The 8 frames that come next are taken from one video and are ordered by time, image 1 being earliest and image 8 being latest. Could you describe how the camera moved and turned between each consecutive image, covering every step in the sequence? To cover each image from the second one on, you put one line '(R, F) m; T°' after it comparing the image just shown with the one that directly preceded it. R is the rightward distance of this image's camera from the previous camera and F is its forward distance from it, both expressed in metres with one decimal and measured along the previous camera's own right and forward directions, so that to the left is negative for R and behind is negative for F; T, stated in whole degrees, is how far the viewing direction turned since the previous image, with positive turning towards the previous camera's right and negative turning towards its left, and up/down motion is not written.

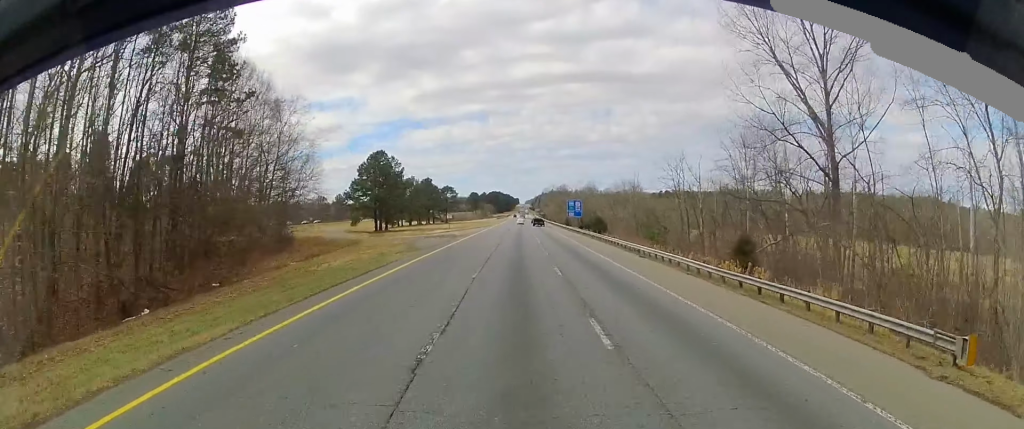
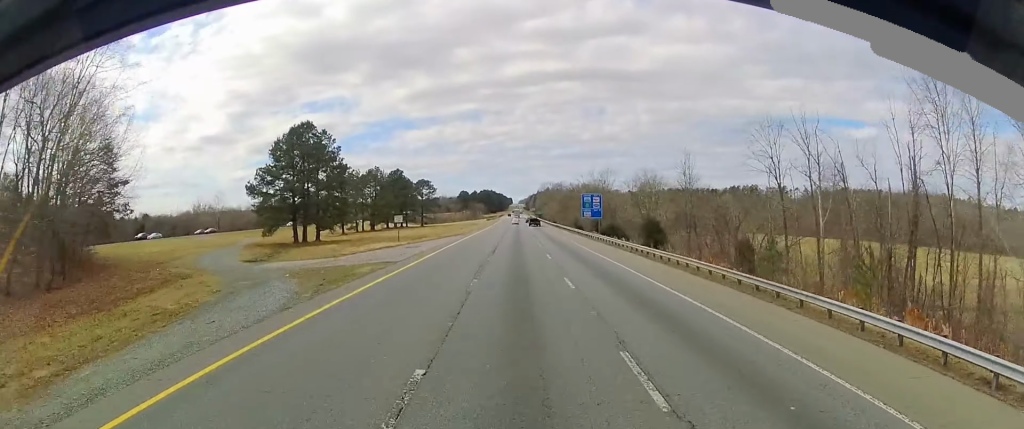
(+0.4, +39.4) m; +1°
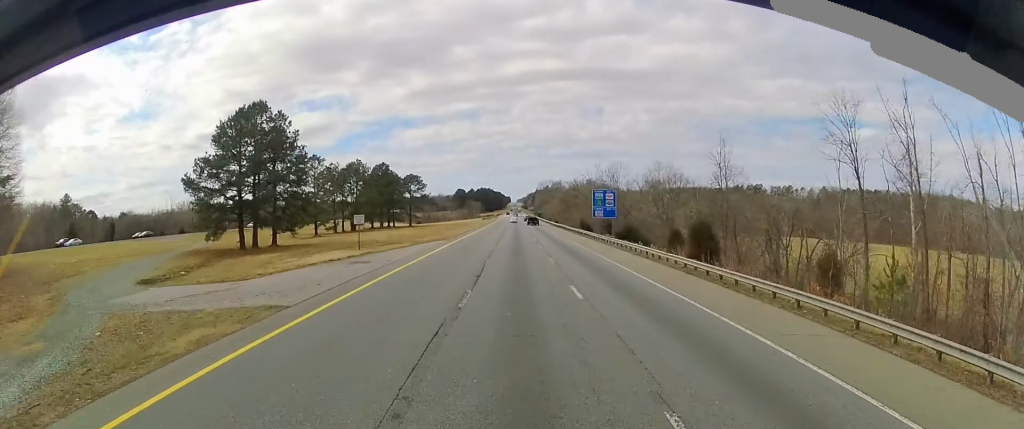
(+0.1, +14.9) m; 0°
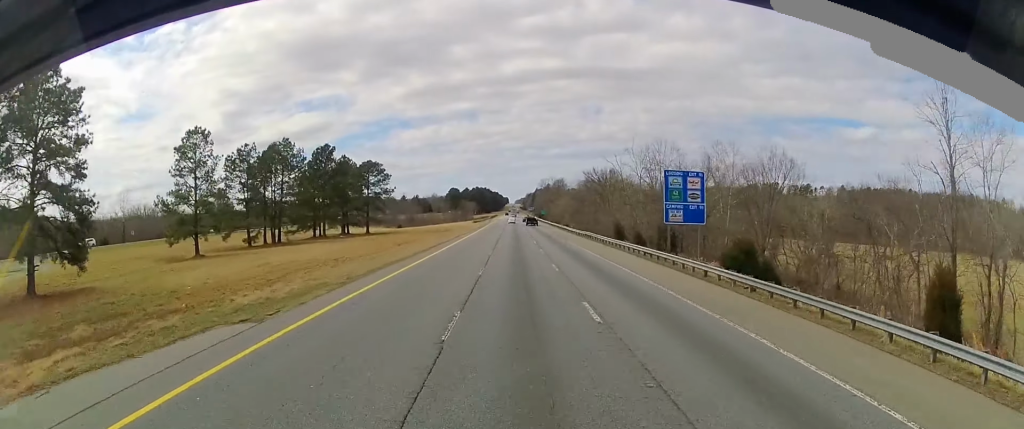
(0.0, +39.5) m; 0°
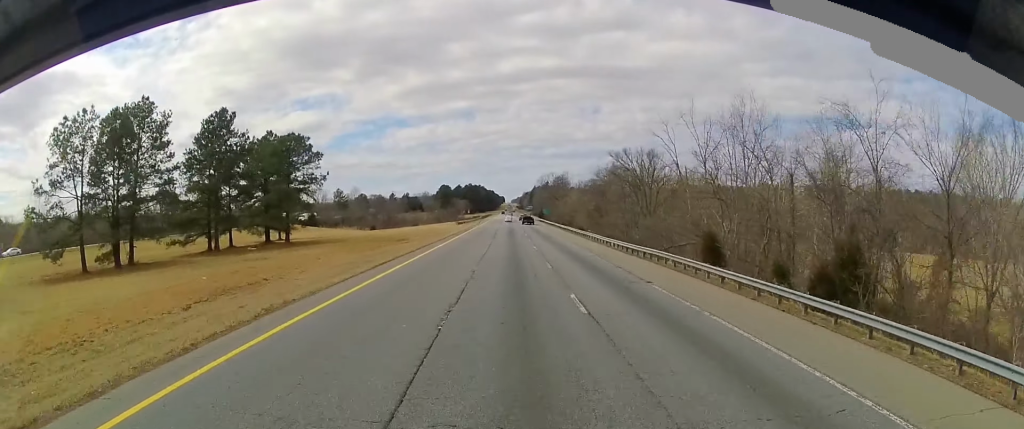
(-0.1, +35.5) m; 0°
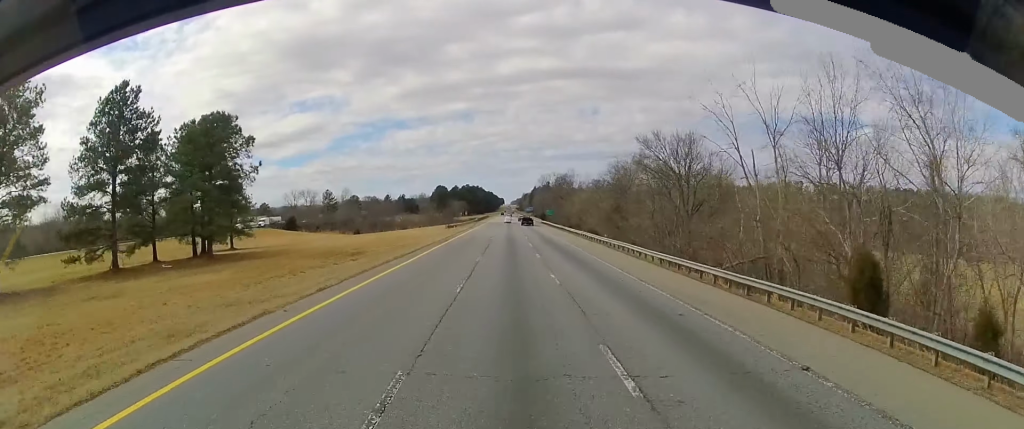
(0.0, +18.3) m; 0°
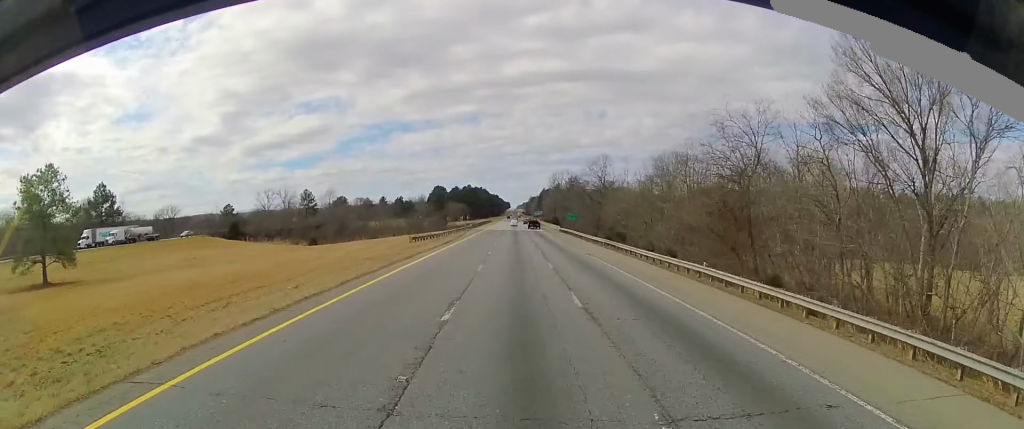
(0.0, +41.0) m; 0°
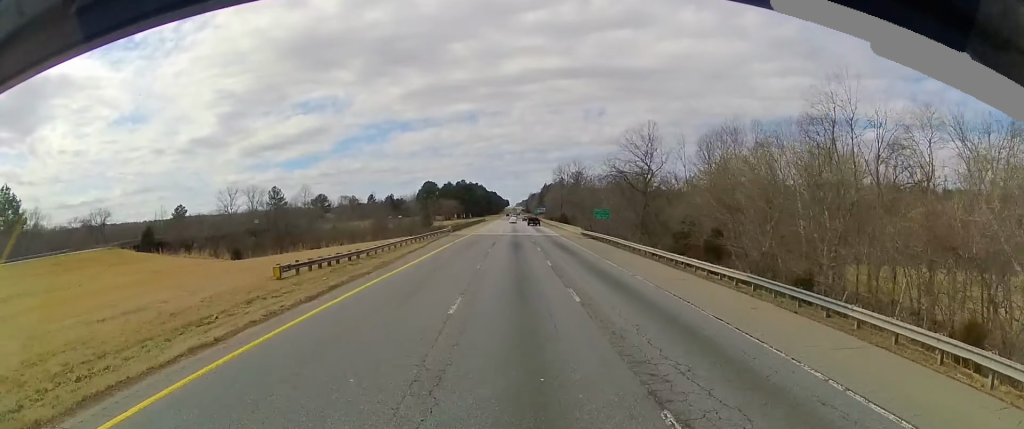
(0.0, +35.5) m; 0°
